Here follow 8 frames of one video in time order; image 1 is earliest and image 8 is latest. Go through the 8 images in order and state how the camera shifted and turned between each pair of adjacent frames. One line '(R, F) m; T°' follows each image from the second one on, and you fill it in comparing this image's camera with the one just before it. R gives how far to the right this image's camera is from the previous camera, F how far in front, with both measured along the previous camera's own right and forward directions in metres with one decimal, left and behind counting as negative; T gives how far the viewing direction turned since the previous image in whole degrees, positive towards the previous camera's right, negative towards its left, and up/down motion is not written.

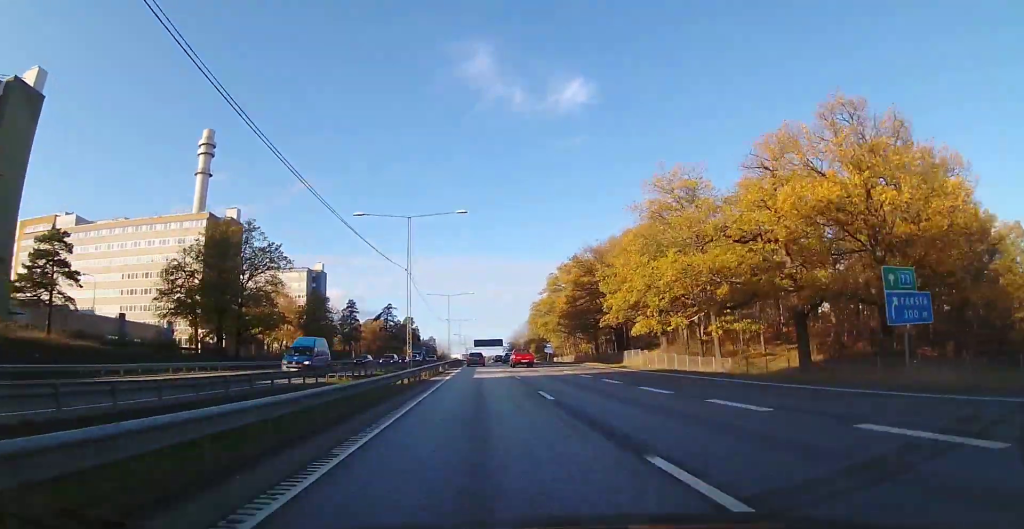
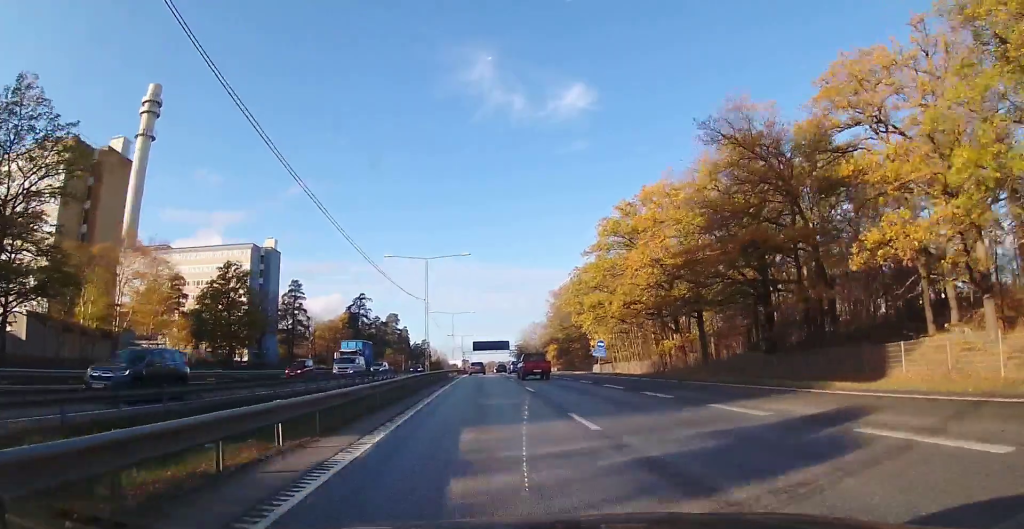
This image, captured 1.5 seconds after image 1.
(-0.1, +42.5) m; 0°
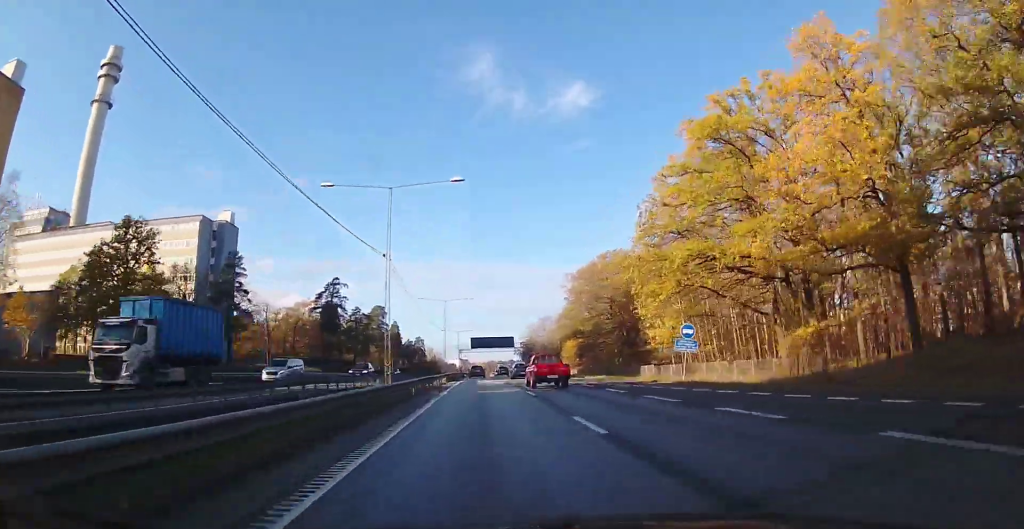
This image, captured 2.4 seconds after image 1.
(0.0, +24.8) m; 0°
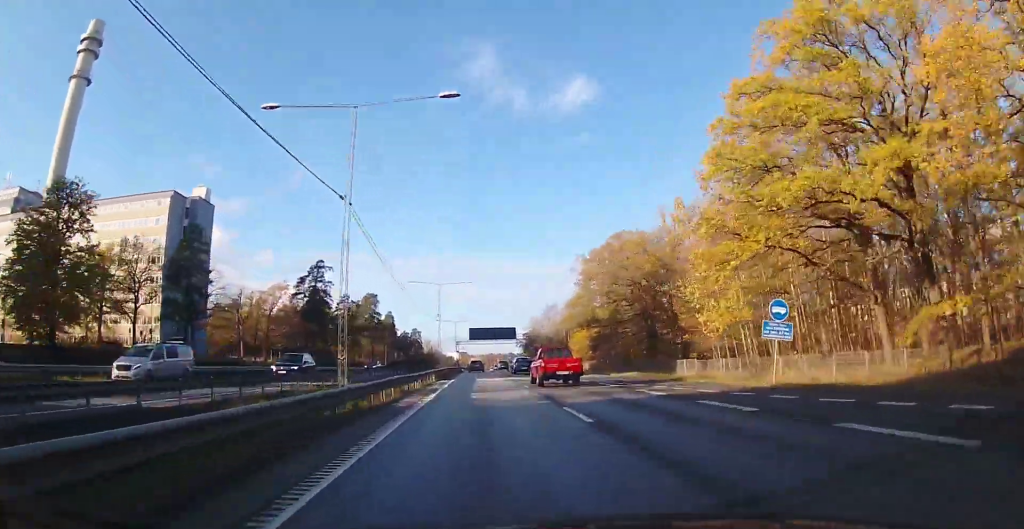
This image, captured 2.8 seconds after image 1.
(0.0, +10.9) m; 0°
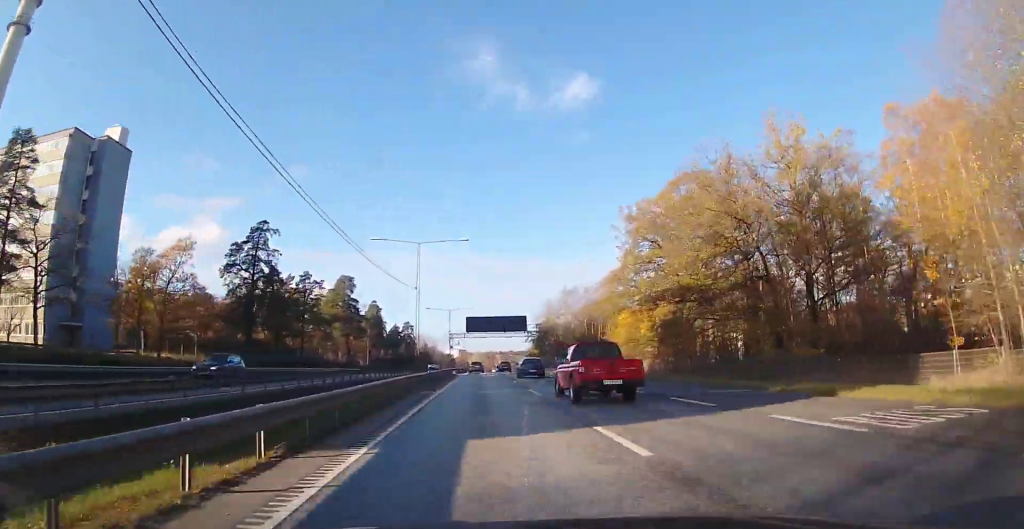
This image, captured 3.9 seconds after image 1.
(-0.2, +27.8) m; 0°
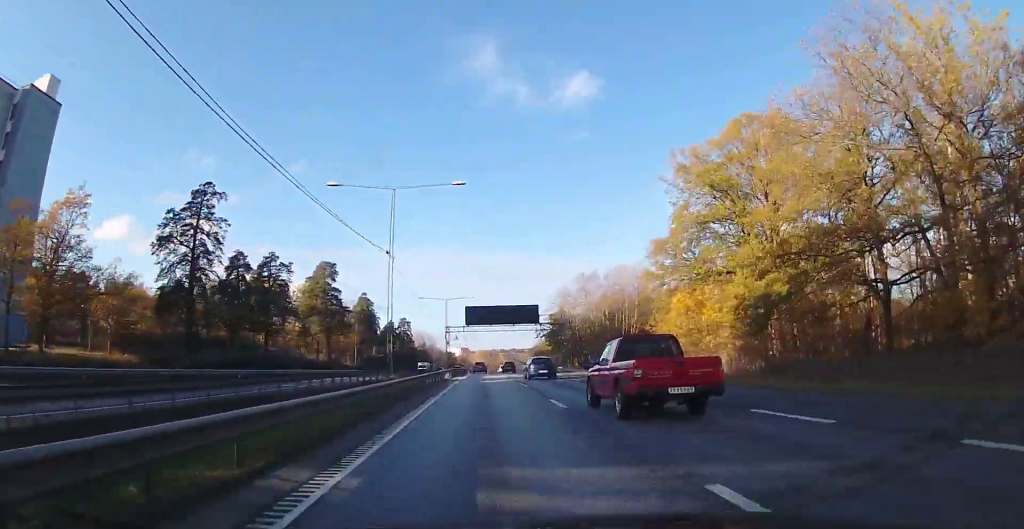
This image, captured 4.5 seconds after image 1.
(-0.2, +16.8) m; 0°
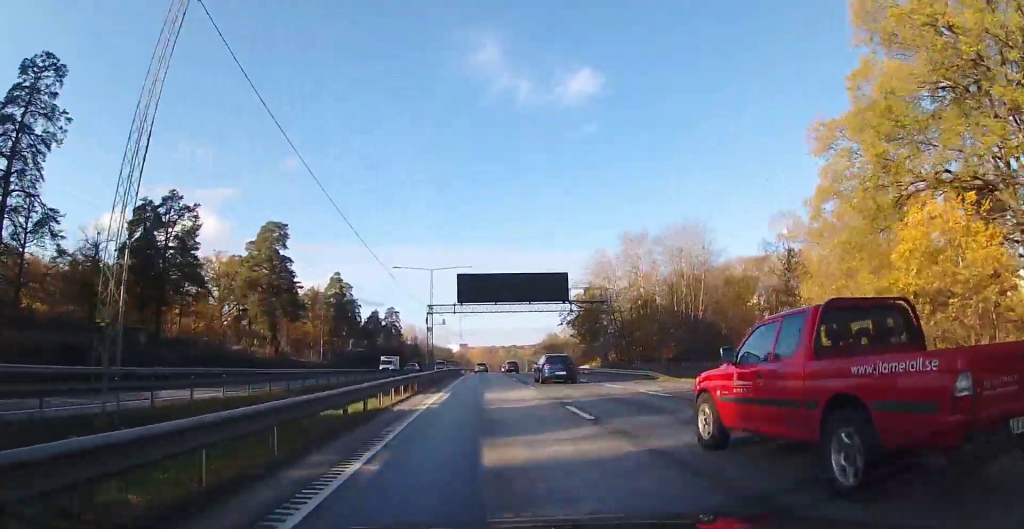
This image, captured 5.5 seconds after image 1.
(+0.4, +27.0) m; 0°
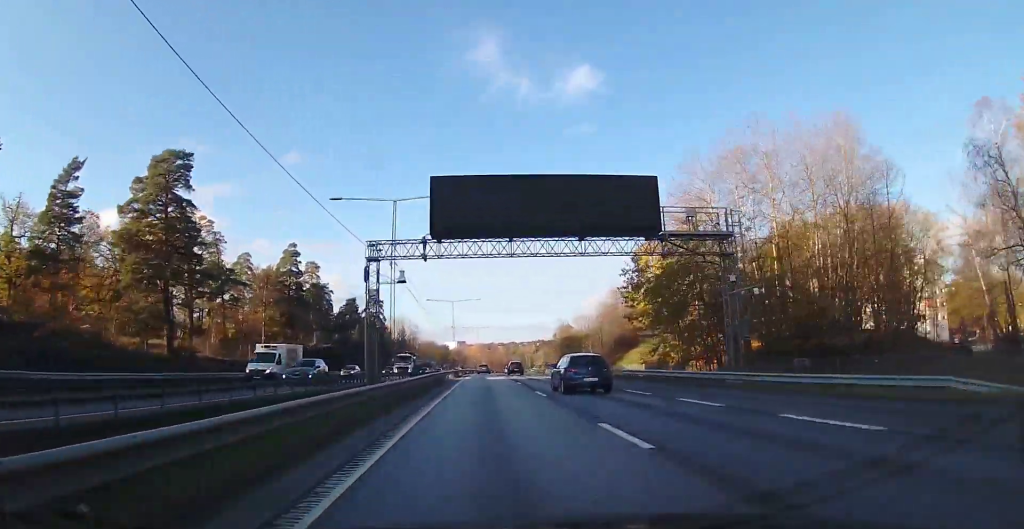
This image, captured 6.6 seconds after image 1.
(-0.3, +27.5) m; 0°
